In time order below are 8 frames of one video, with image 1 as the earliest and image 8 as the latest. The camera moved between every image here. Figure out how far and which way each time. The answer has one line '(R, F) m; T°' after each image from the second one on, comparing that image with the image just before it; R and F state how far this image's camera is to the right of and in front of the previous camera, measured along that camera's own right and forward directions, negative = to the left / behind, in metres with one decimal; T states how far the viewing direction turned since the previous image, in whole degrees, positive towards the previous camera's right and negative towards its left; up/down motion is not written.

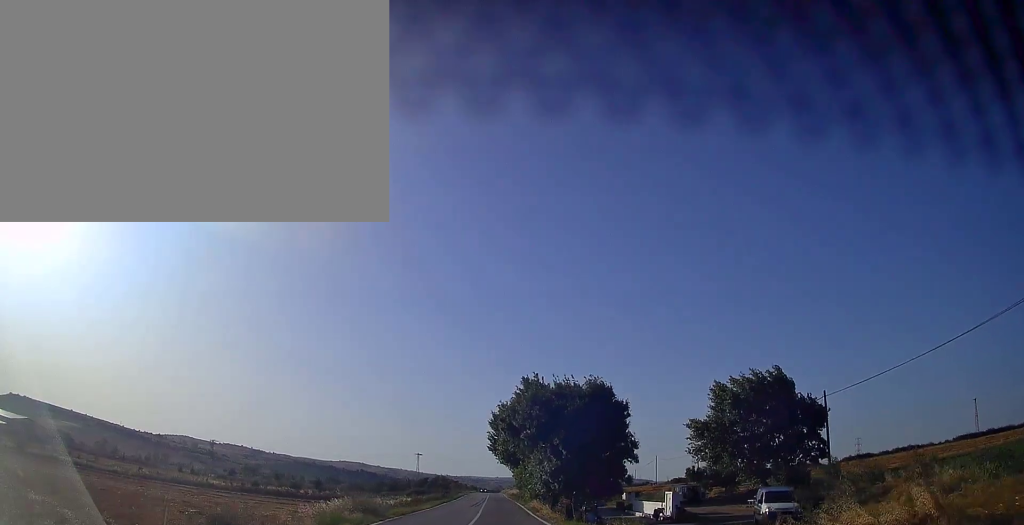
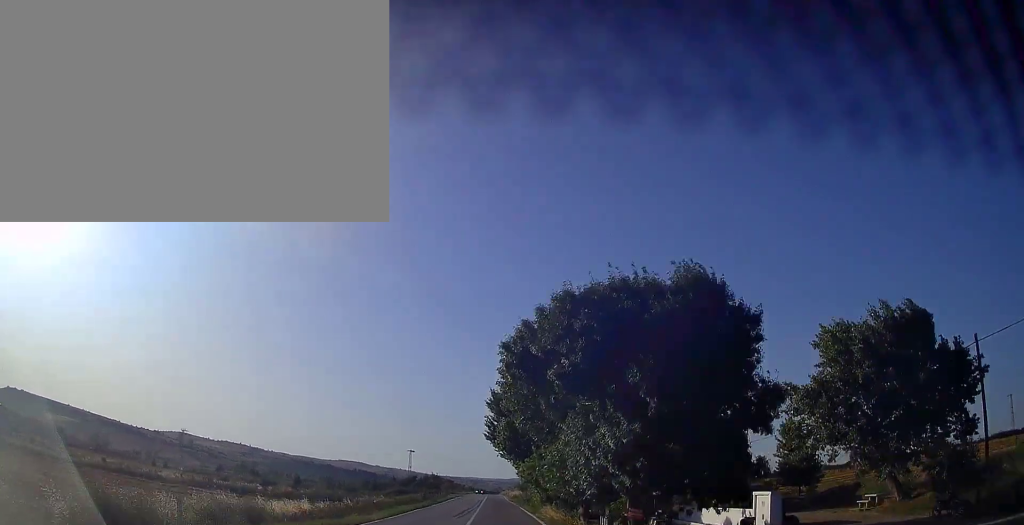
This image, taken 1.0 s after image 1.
(-0.1, +17.4) m; 0°
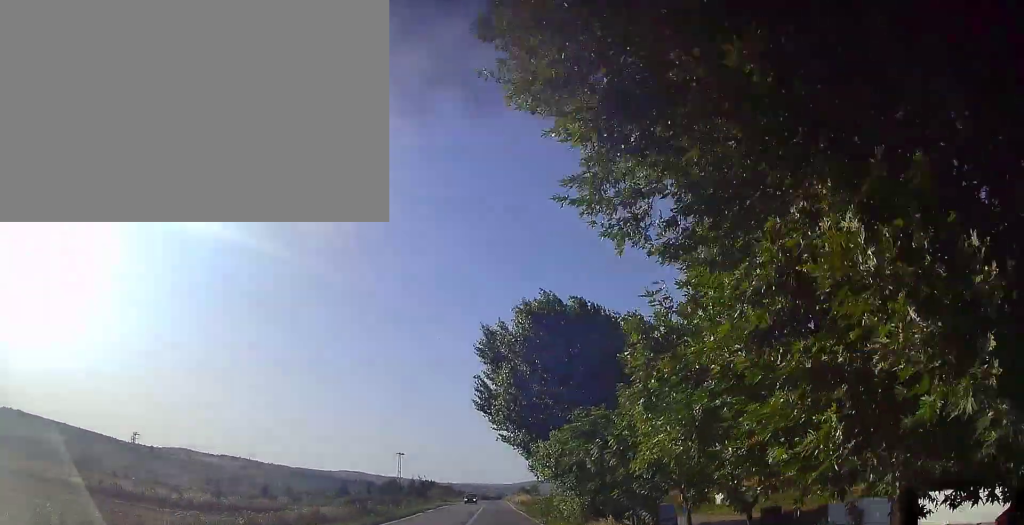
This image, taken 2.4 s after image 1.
(+0.1, +23.5) m; 0°
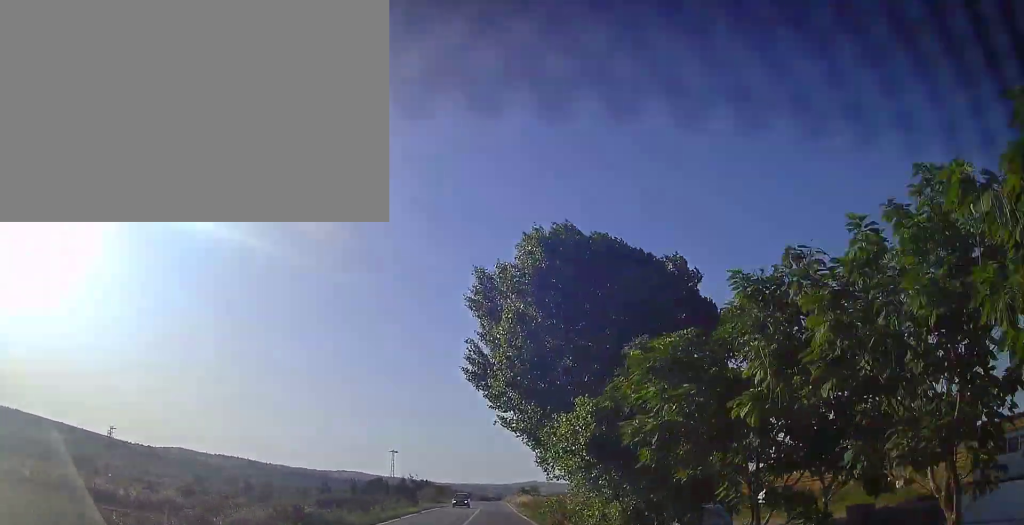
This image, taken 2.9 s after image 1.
(-0.1, +9.1) m; 0°
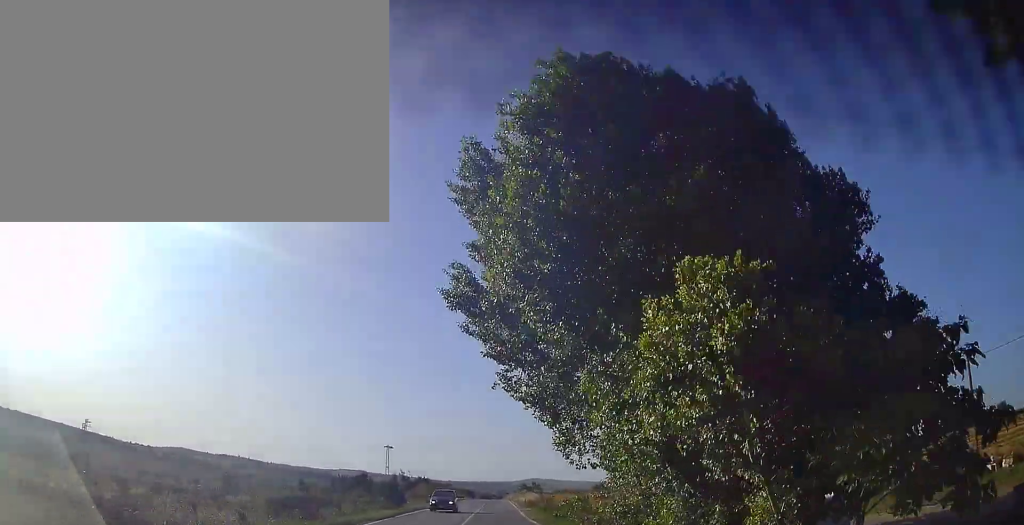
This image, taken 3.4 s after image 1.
(0.0, +9.7) m; 0°
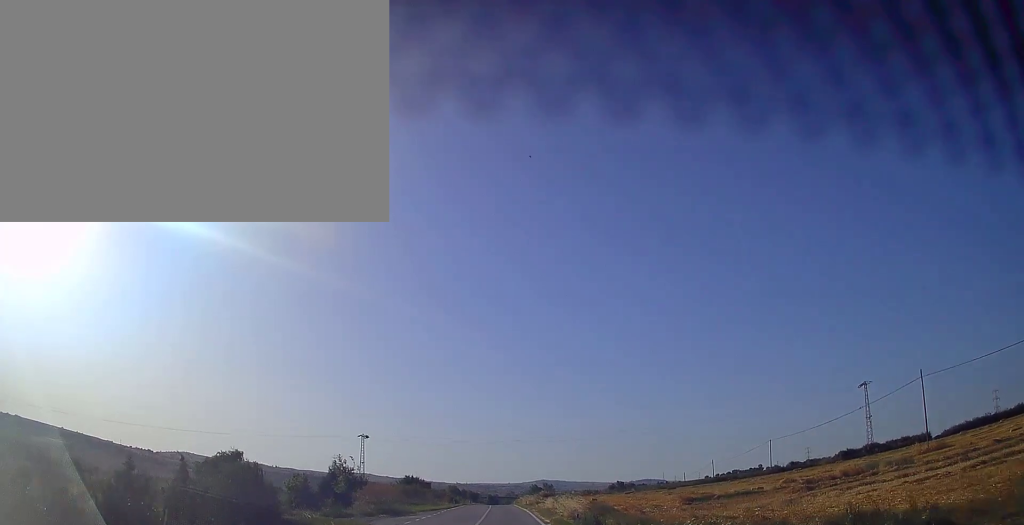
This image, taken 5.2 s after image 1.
(-0.2, +34.5) m; -1°
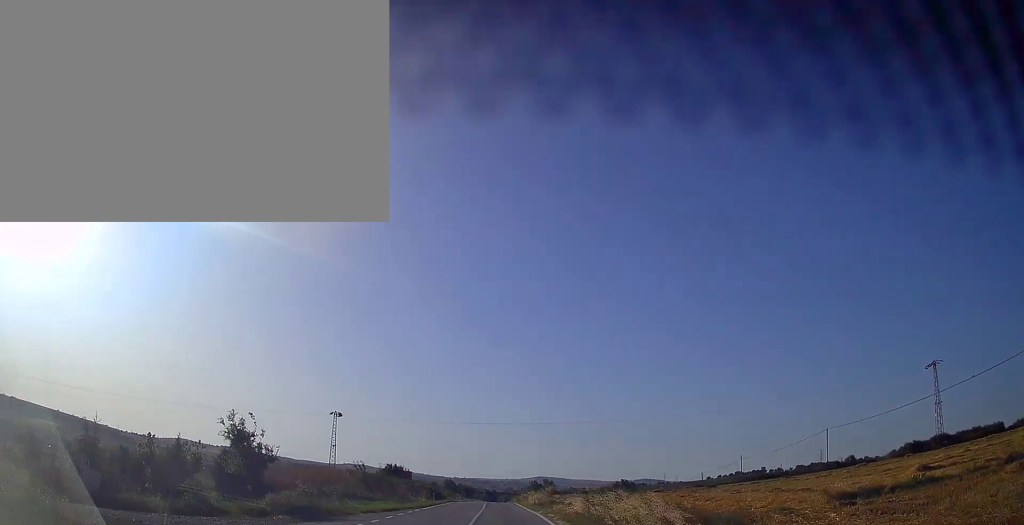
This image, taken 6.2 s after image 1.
(0.0, +19.4) m; 0°
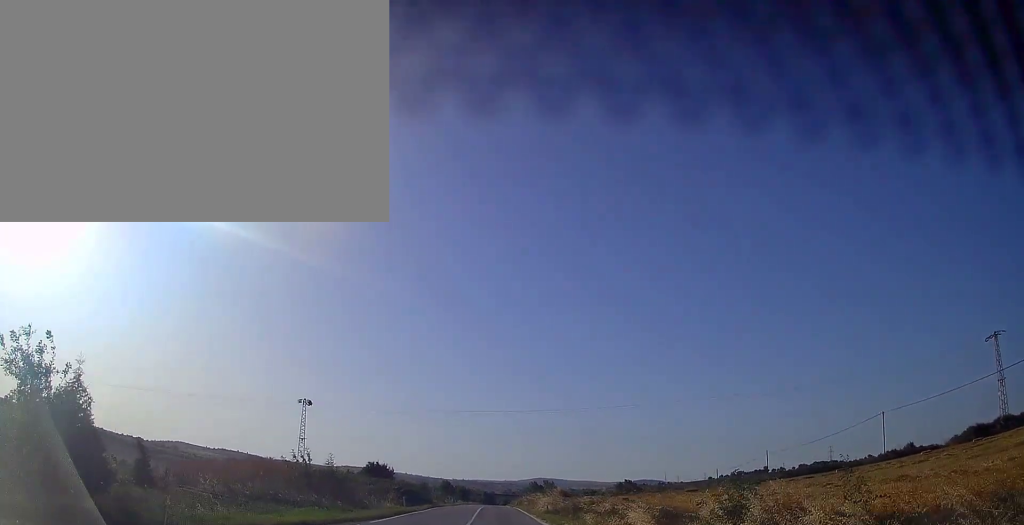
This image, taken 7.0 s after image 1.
(0.0, +14.5) m; 0°
